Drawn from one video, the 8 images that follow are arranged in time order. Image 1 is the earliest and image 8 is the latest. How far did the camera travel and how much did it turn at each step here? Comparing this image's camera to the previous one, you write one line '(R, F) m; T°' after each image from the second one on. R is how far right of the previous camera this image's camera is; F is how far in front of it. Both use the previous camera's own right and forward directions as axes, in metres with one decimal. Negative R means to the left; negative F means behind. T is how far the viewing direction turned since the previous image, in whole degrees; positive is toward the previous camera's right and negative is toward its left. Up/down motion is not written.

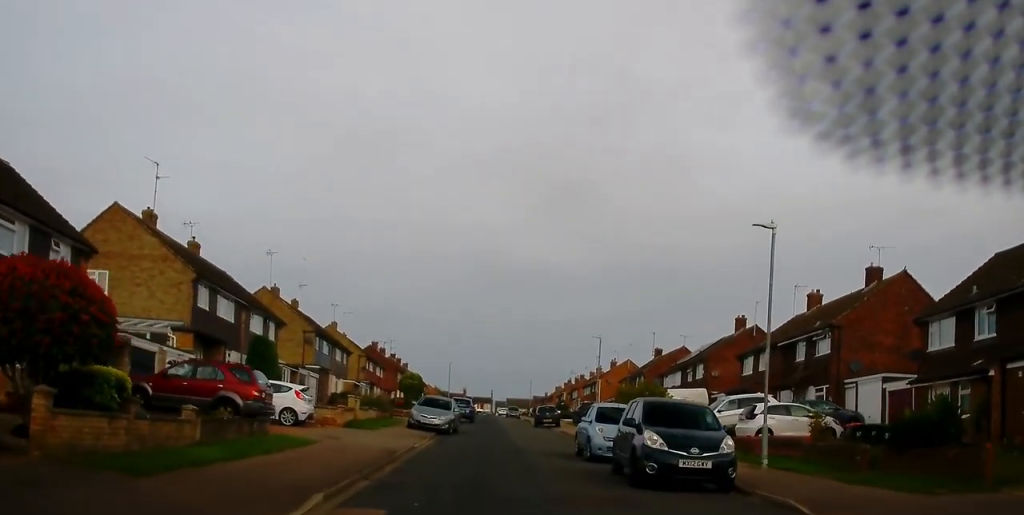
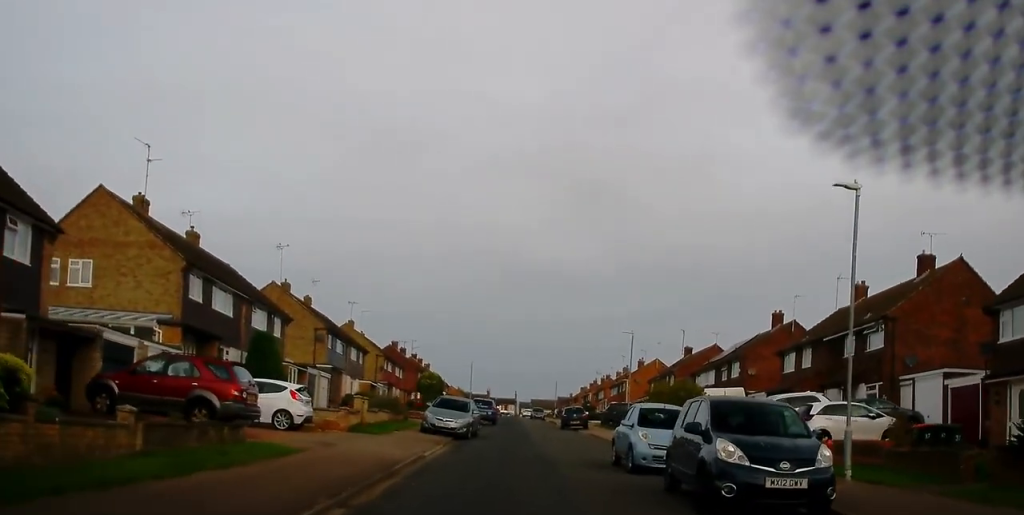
(+0.3, +3.4) m; 0°
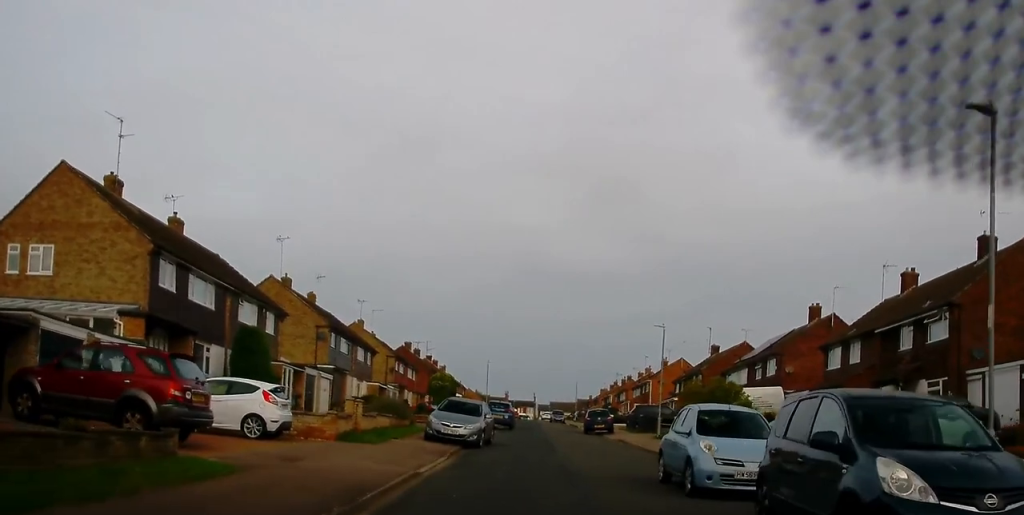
(-0.1, +4.2) m; -2°
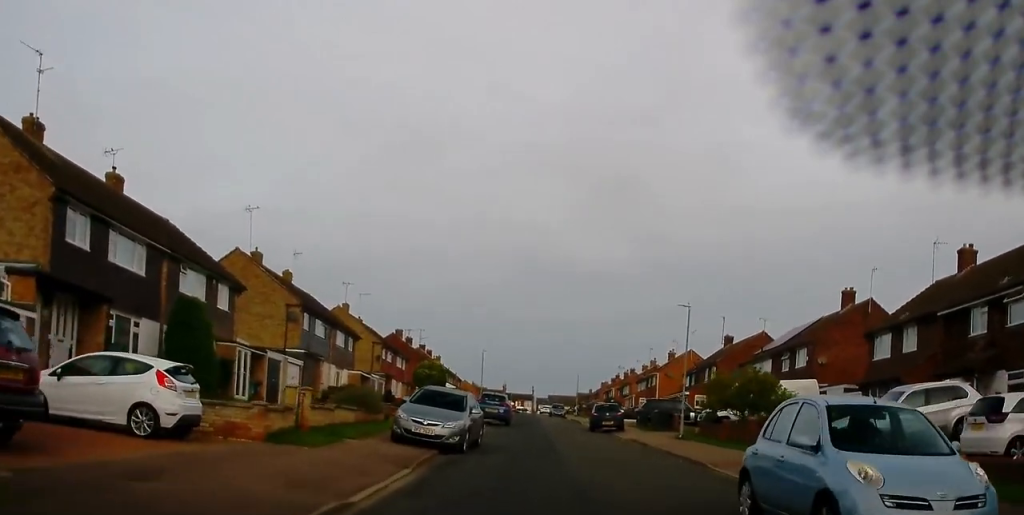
(-0.2, +5.7) m; -1°
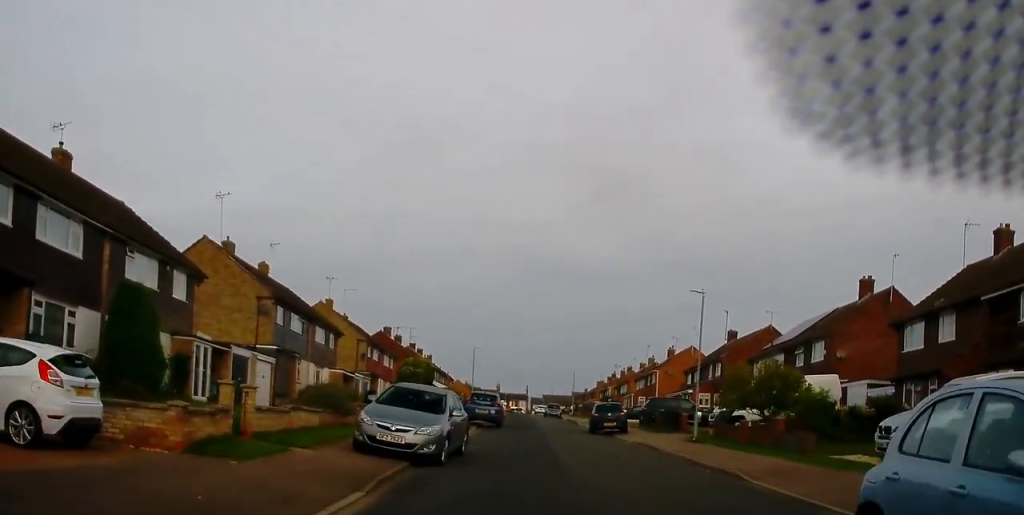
(0.0, +3.5) m; +1°
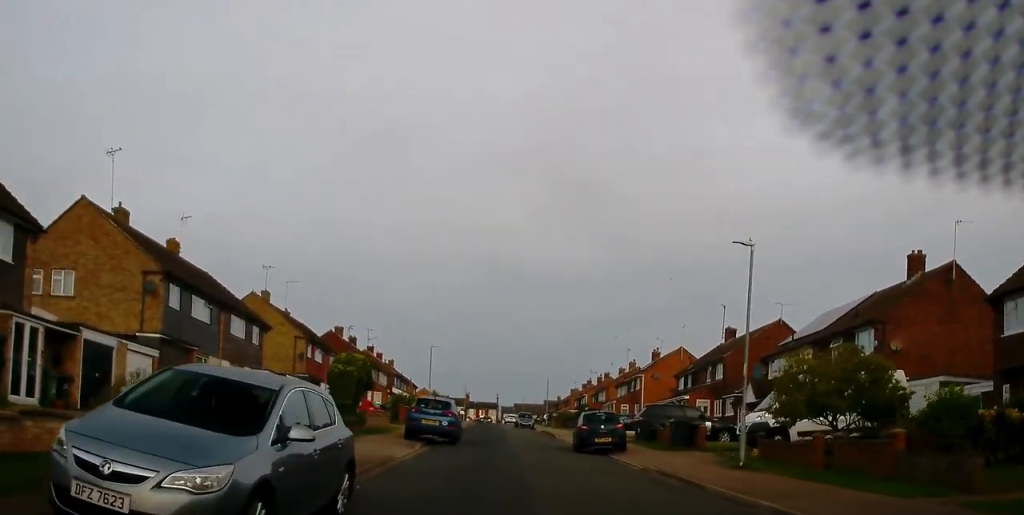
(+0.4, +9.3) m; +2°
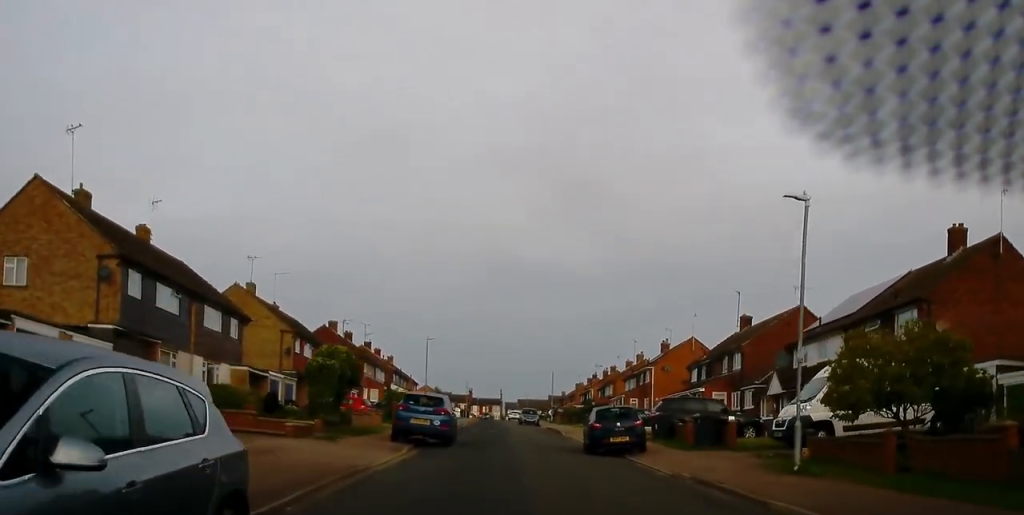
(0.0, +3.6) m; -1°
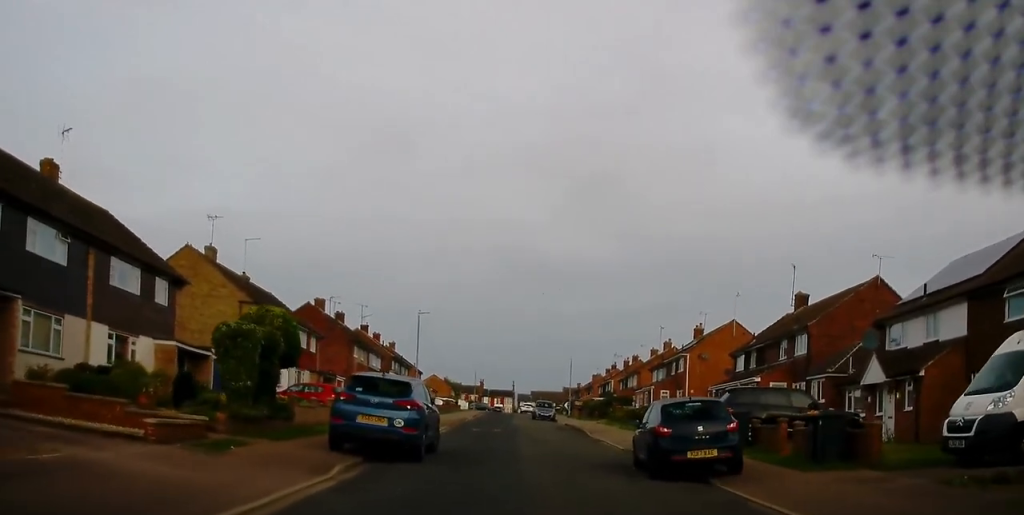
(-0.2, +9.3) m; -3°
